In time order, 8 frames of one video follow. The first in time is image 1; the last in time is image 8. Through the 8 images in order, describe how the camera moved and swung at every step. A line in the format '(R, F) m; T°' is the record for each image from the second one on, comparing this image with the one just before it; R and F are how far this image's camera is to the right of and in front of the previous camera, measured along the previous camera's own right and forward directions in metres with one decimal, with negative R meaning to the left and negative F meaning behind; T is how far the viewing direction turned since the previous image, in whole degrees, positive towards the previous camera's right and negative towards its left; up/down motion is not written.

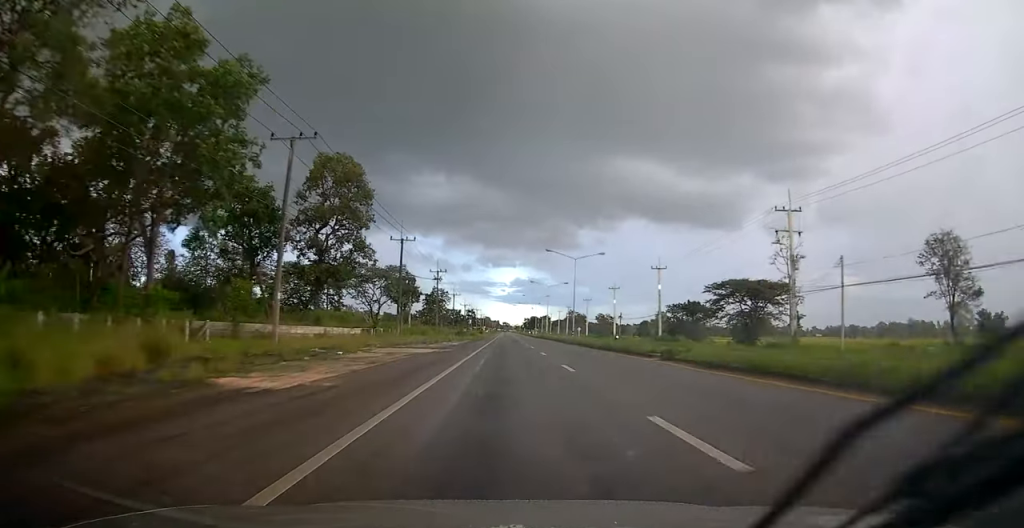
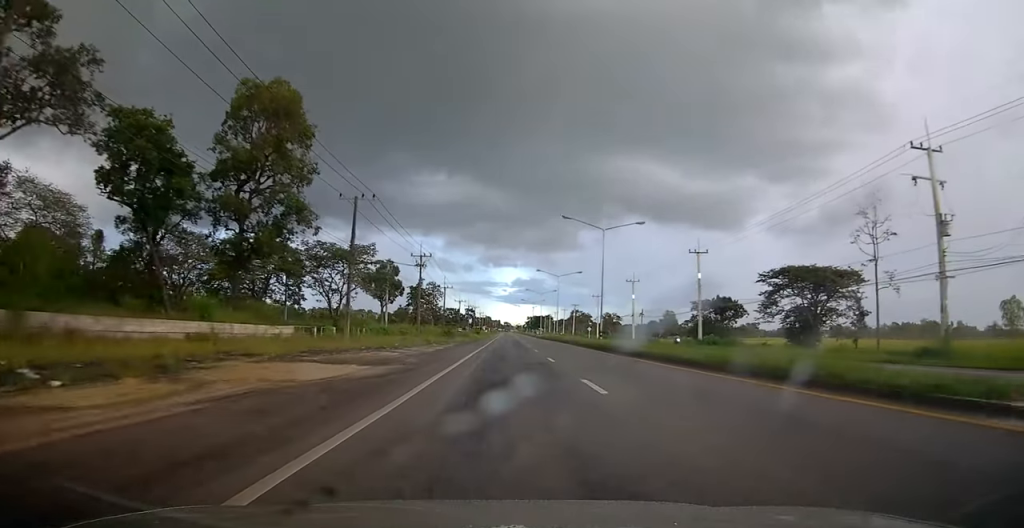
(-0.3, +17.6) m; 0°
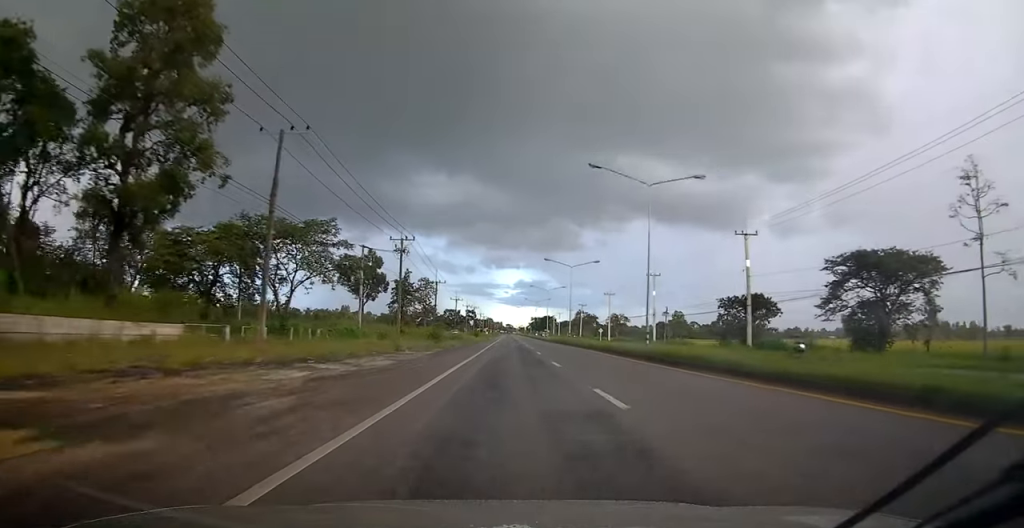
(+0.3, +13.8) m; +1°
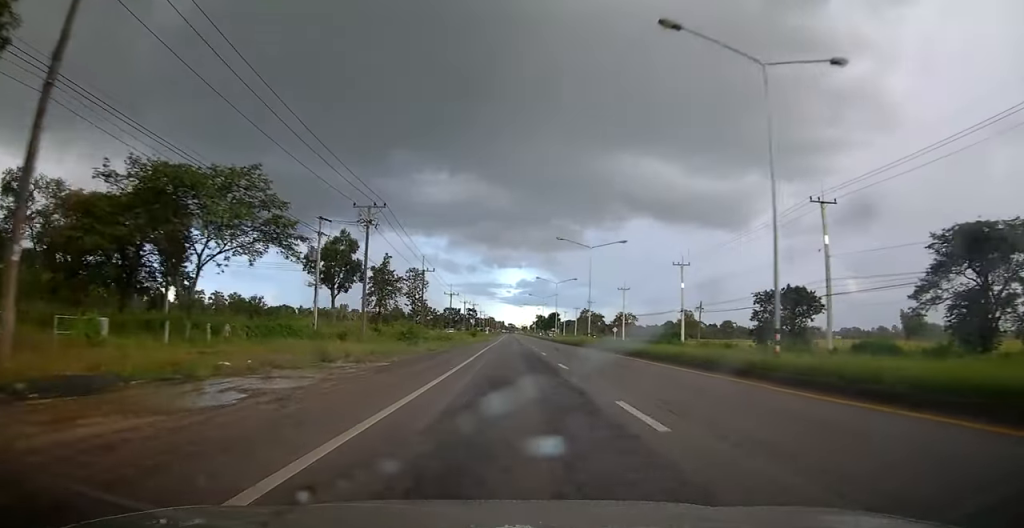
(+0.1, +14.3) m; -1°
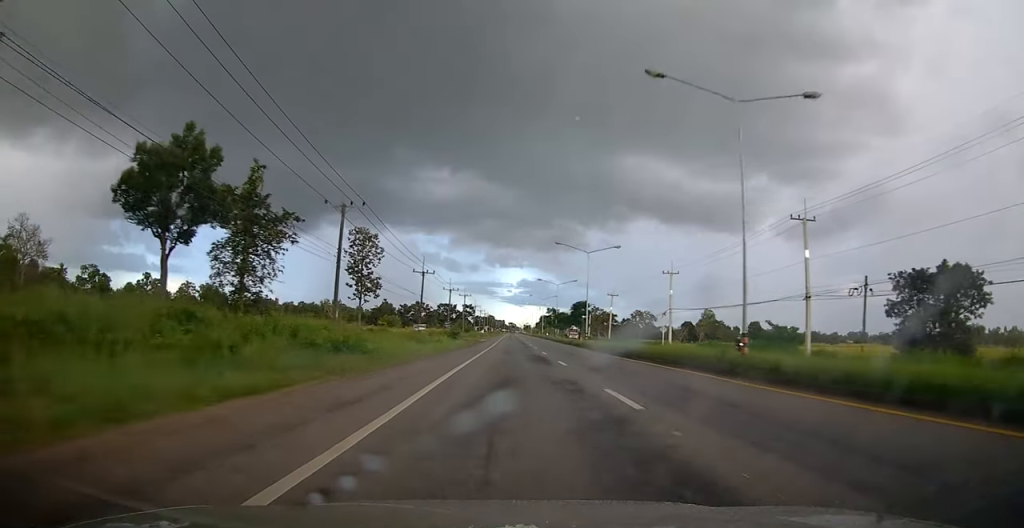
(-1.0, +33.9) m; -1°
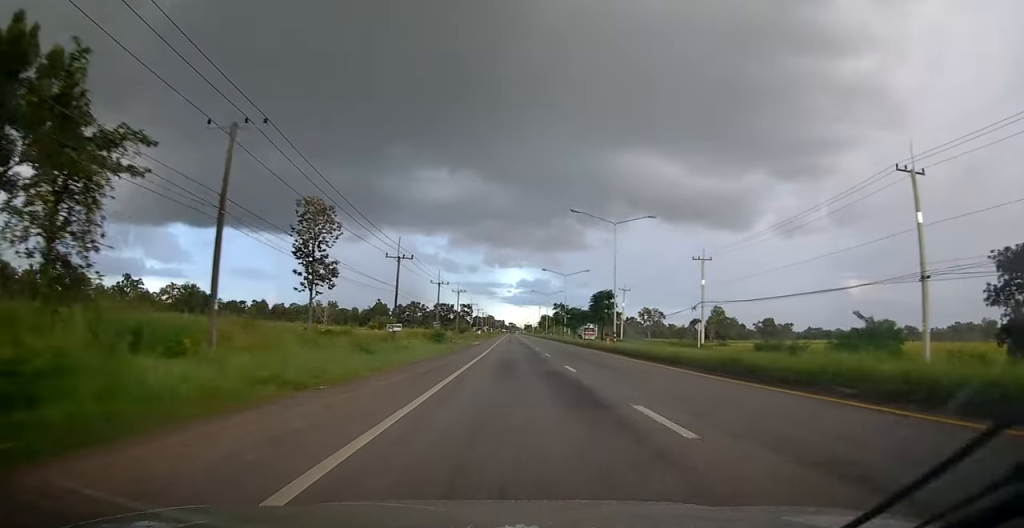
(+0.4, +14.5) m; +1°
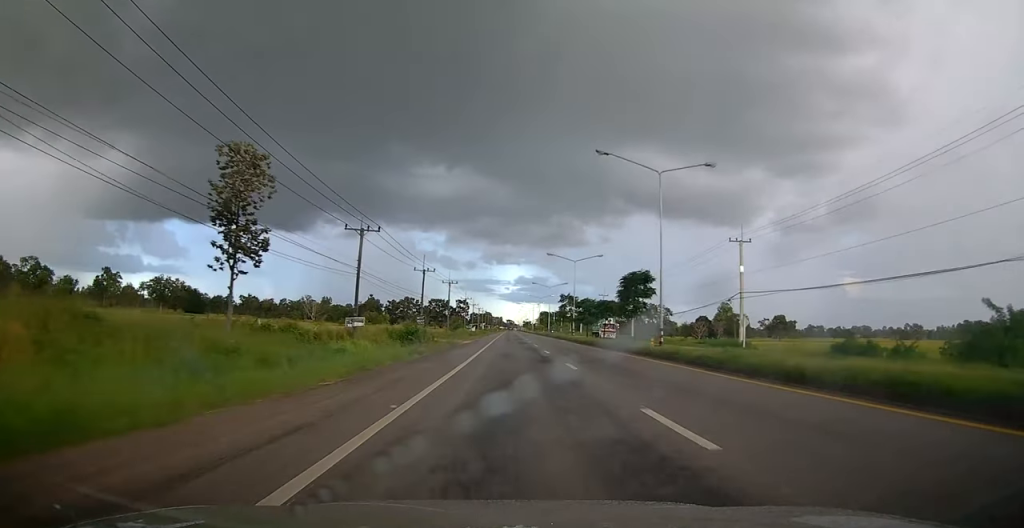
(+0.1, +12.7) m; +1°
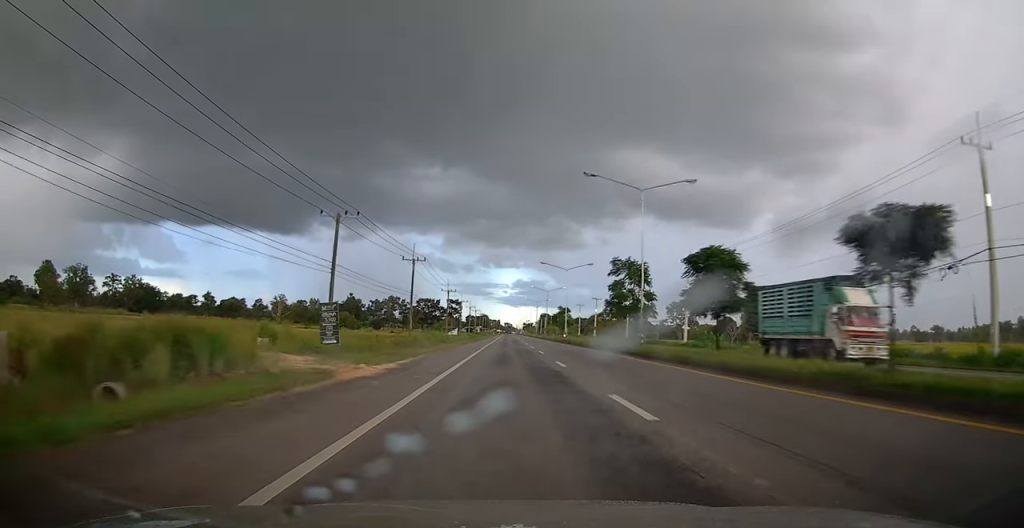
(-0.1, +33.8) m; 0°
